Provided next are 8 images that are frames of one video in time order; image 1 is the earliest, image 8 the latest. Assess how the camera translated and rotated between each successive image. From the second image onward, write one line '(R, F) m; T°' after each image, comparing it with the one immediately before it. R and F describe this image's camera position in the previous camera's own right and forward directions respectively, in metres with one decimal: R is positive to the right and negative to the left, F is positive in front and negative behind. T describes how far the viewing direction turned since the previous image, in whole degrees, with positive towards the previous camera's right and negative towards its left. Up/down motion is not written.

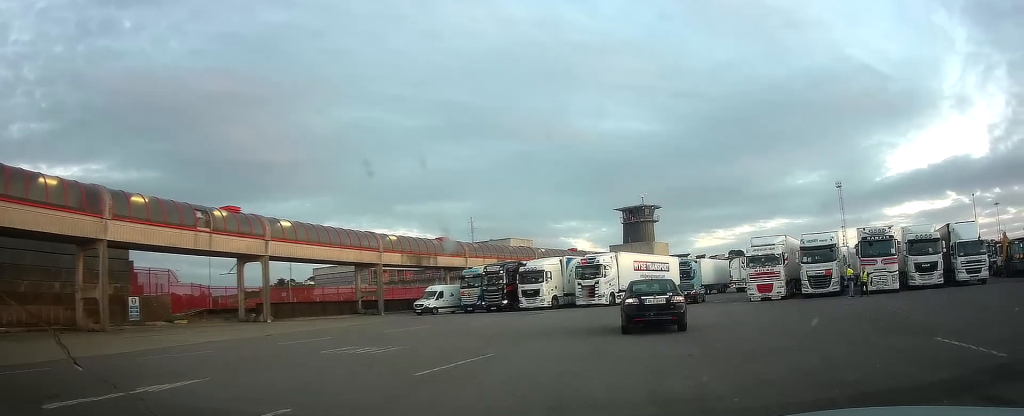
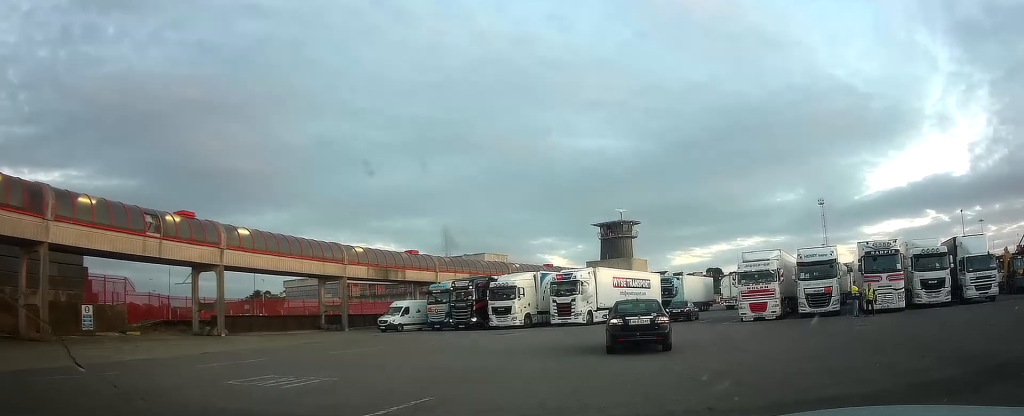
(+0.2, +3.2) m; +6°
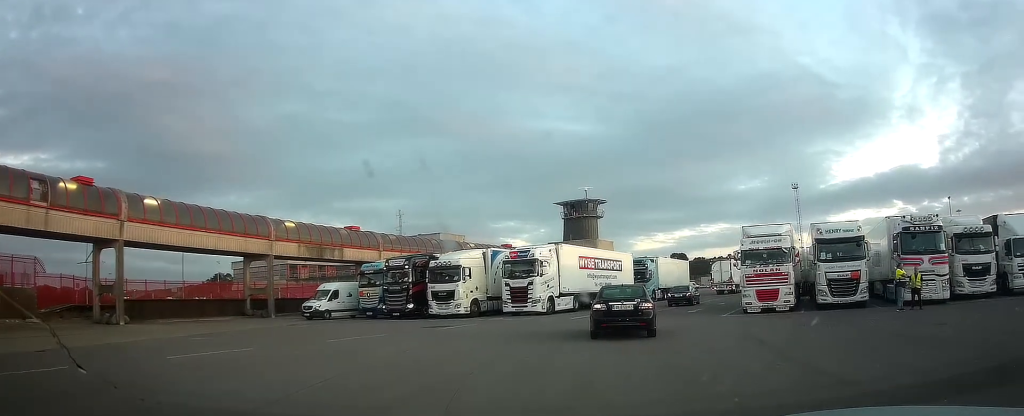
(+0.7, +6.8) m; +8°
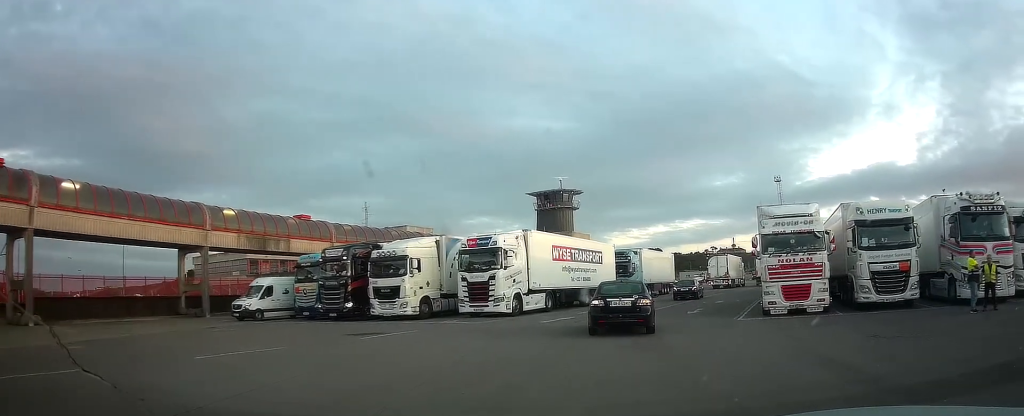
(-0.1, +5.5) m; -1°
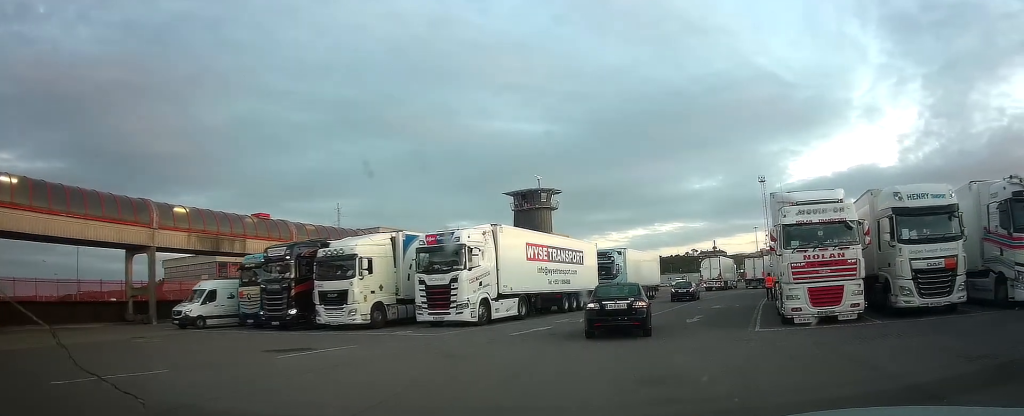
(0.0, +3.7) m; +1°
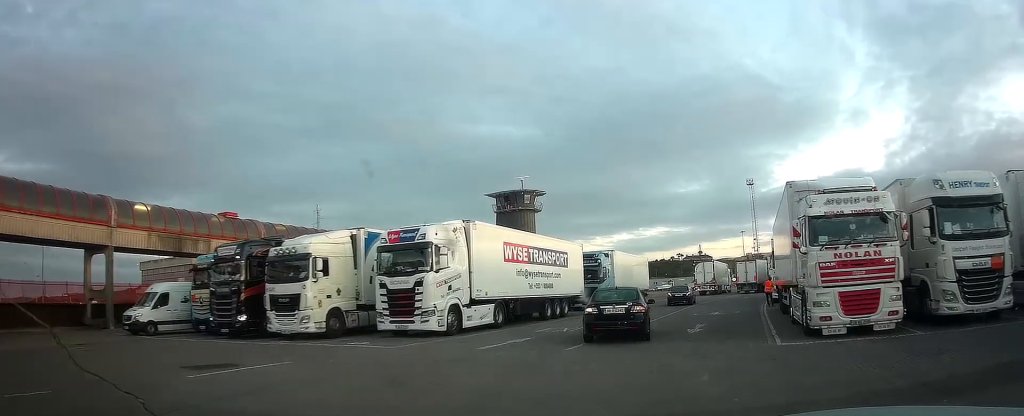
(0.0, +2.8) m; +2°
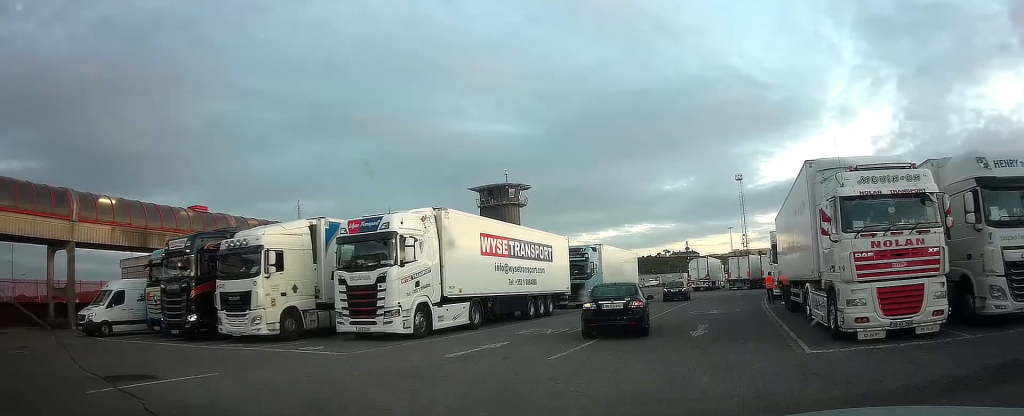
(0.0, +2.3) m; +1°
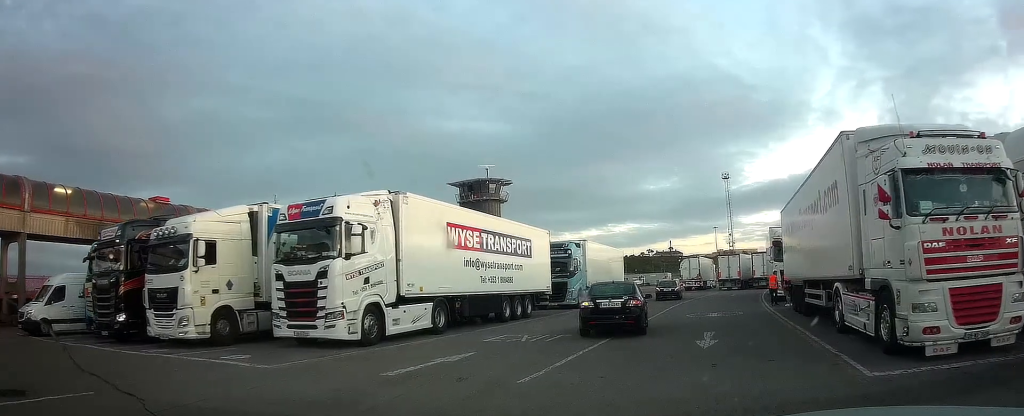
(+0.1, +2.7) m; +2°
